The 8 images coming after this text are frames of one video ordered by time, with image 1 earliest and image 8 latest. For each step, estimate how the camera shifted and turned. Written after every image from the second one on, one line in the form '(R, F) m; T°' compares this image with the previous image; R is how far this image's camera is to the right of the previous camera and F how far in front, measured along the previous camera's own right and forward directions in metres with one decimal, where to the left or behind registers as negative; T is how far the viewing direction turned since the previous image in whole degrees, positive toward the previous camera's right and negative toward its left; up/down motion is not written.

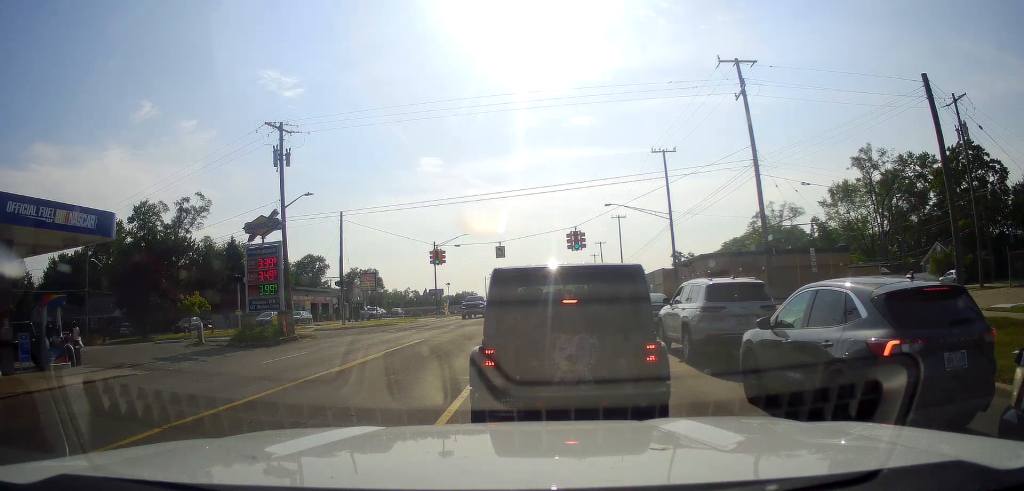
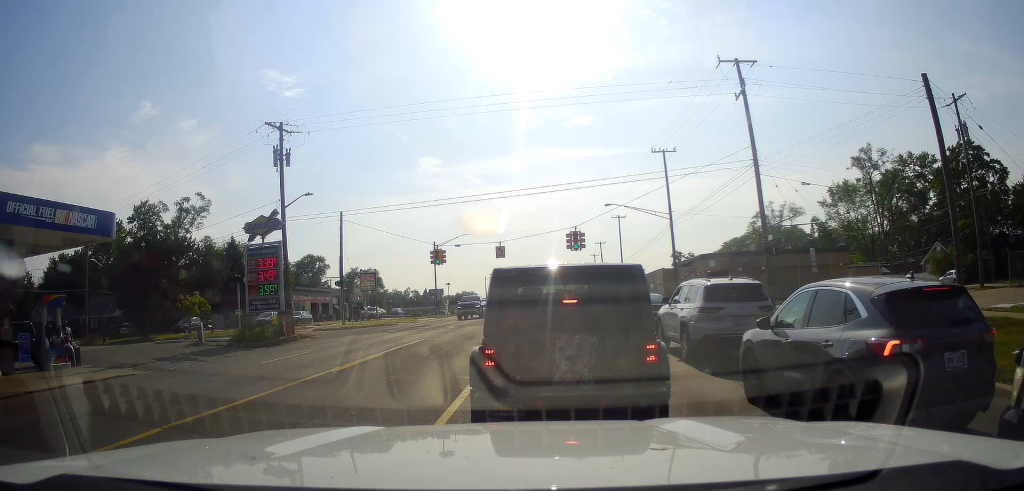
(0.0, 0.0) m; 0°
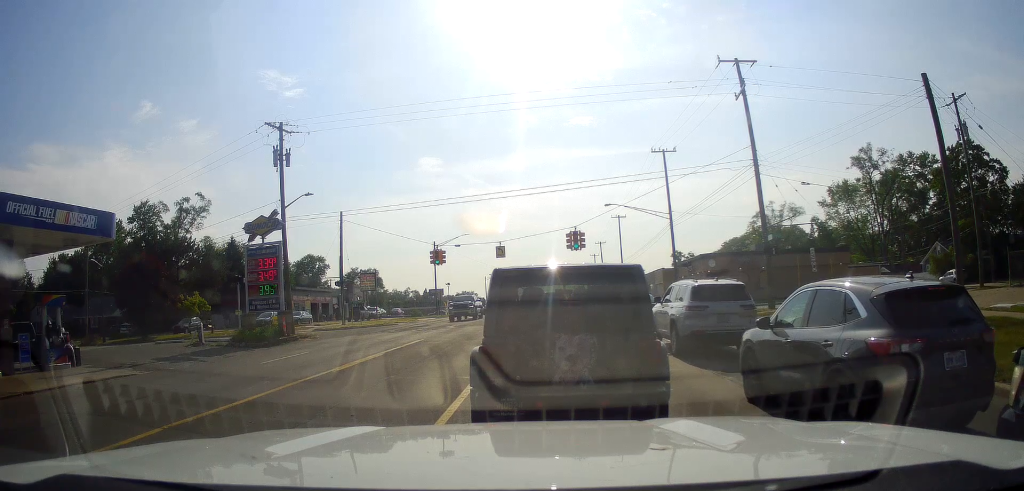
(0.0, 0.0) m; 0°
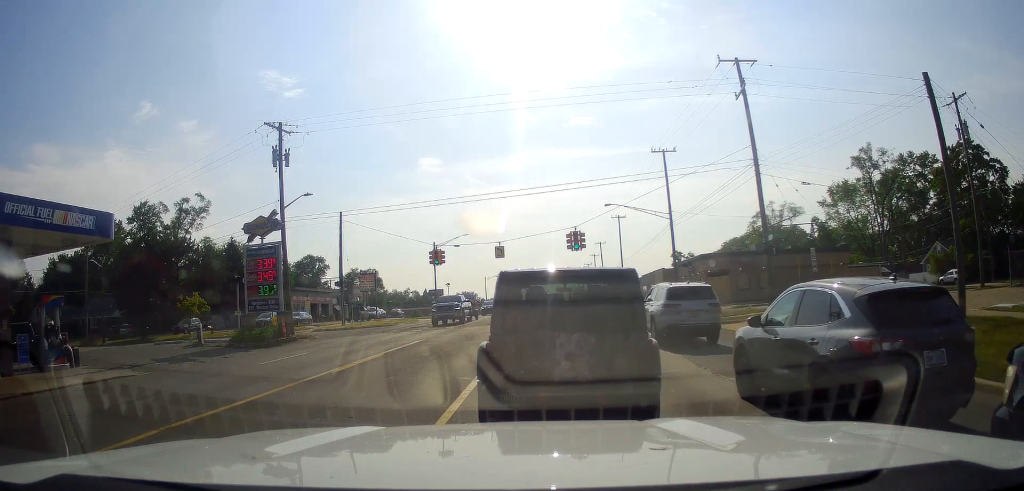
(0.0, 0.0) m; 0°
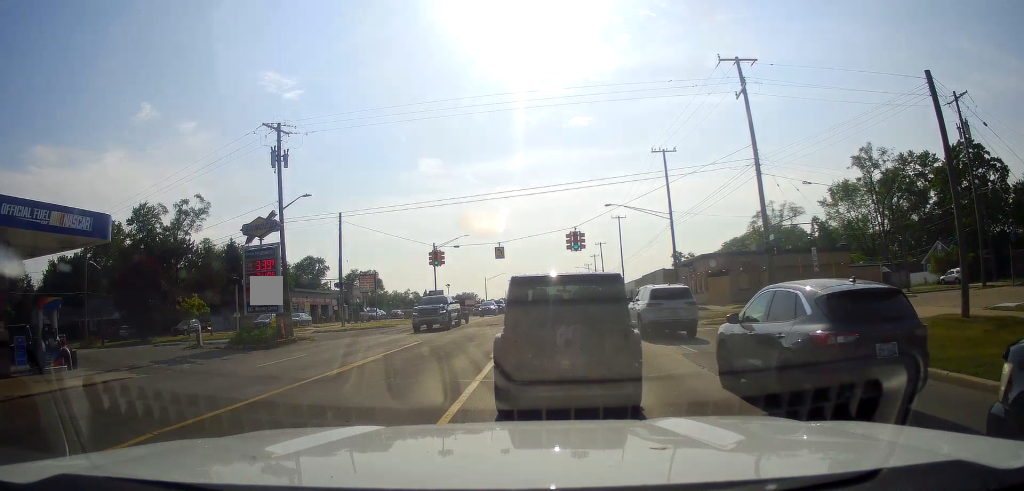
(0.0, 0.0) m; 0°
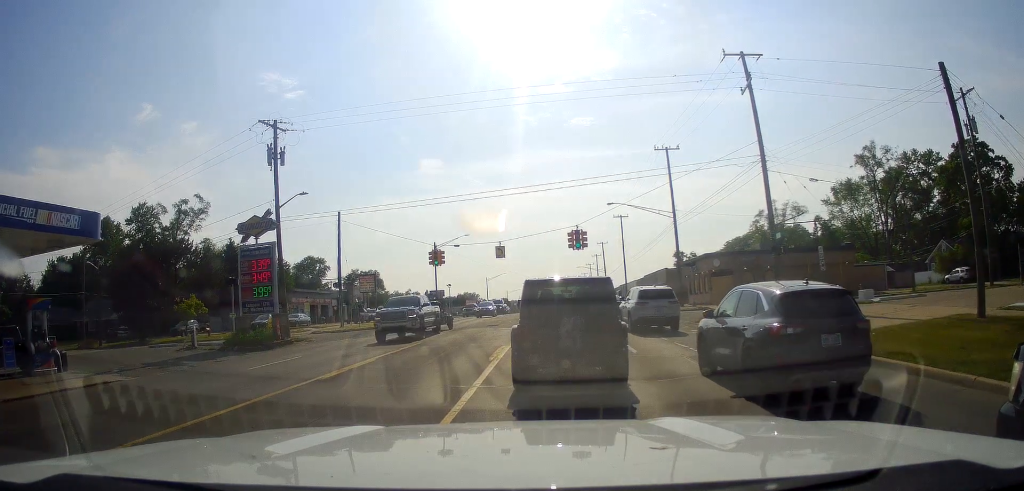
(0.0, +0.3) m; 0°
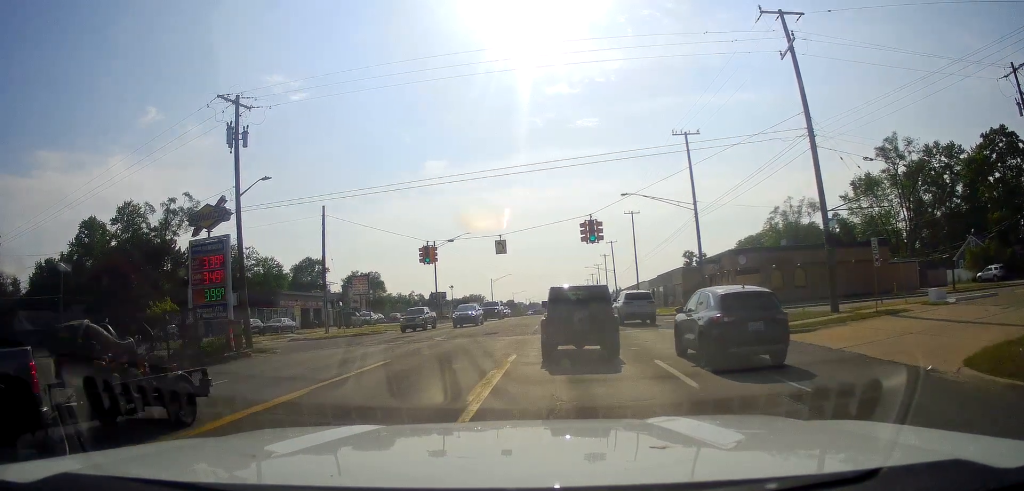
(0.0, +3.8) m; -6°
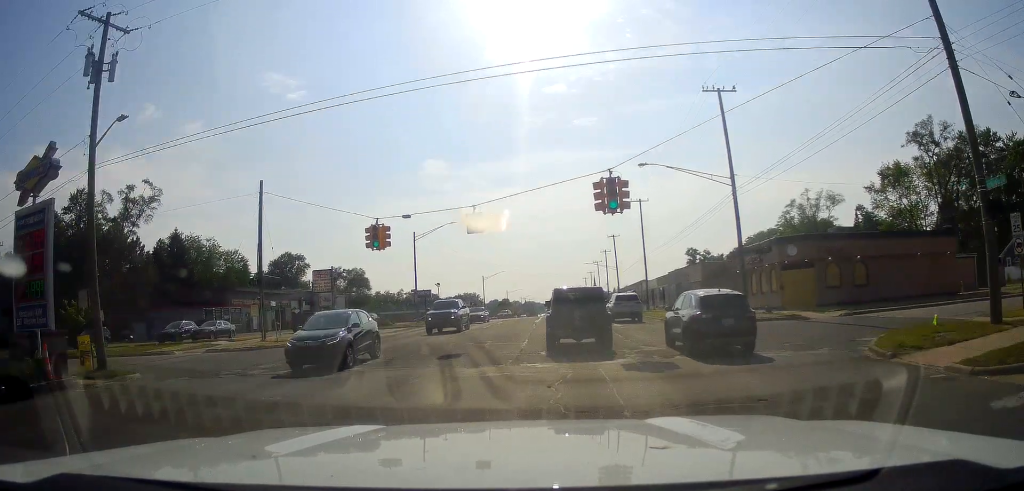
(+0.3, +10.0) m; +3°
